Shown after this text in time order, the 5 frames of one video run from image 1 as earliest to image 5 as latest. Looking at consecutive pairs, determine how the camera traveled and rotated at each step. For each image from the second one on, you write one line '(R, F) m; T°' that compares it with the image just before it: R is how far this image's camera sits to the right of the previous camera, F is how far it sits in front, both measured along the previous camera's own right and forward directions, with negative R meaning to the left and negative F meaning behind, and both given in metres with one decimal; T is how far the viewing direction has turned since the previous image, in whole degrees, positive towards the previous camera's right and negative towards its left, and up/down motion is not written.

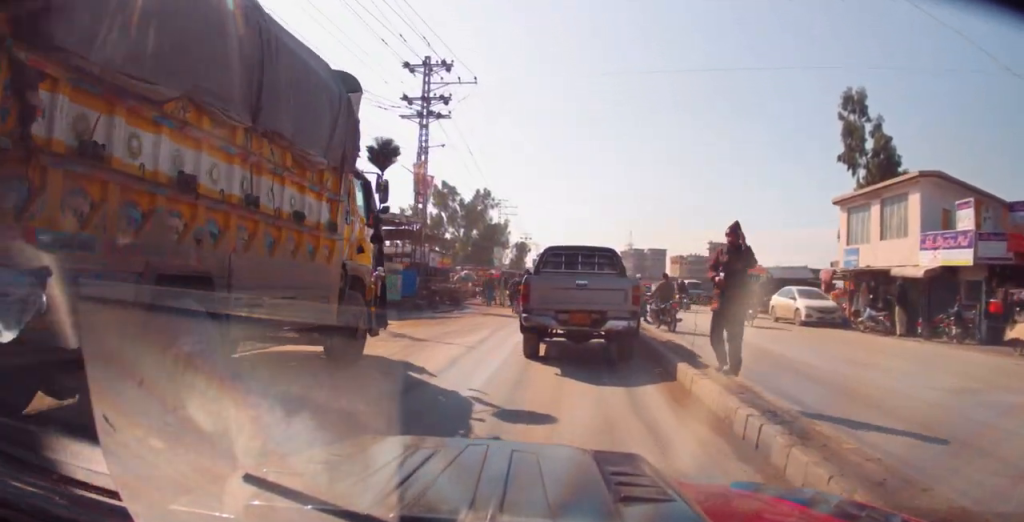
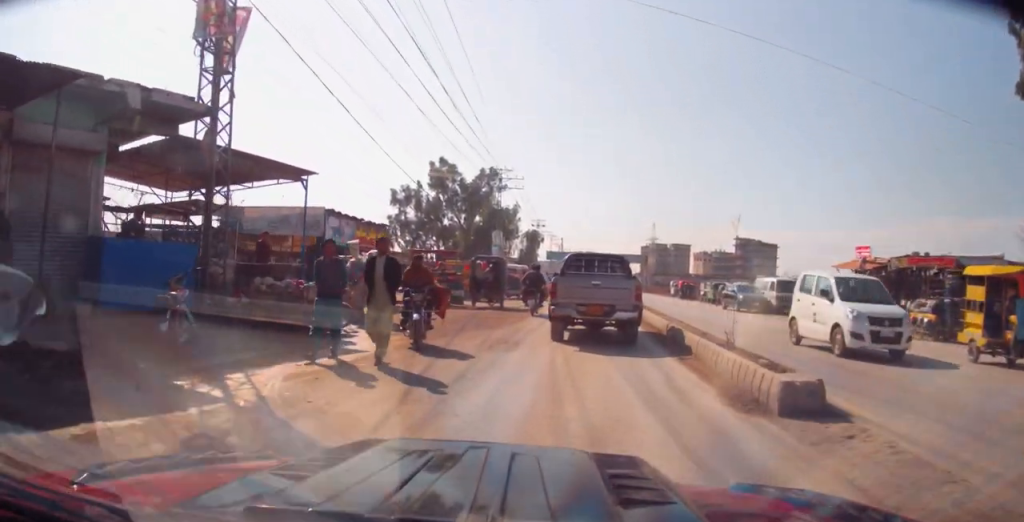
(-1.0, +18.4) m; +1°
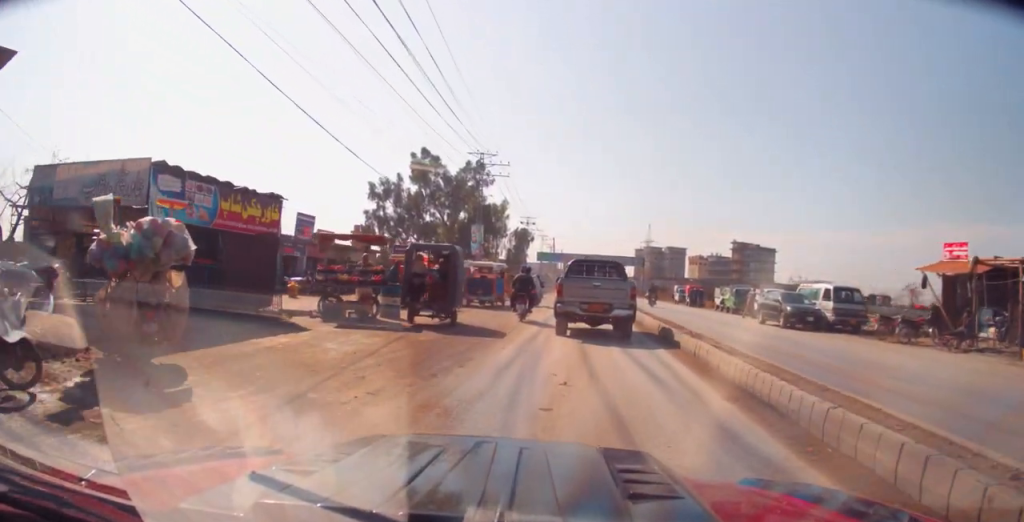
(+0.1, +8.3) m; -2°
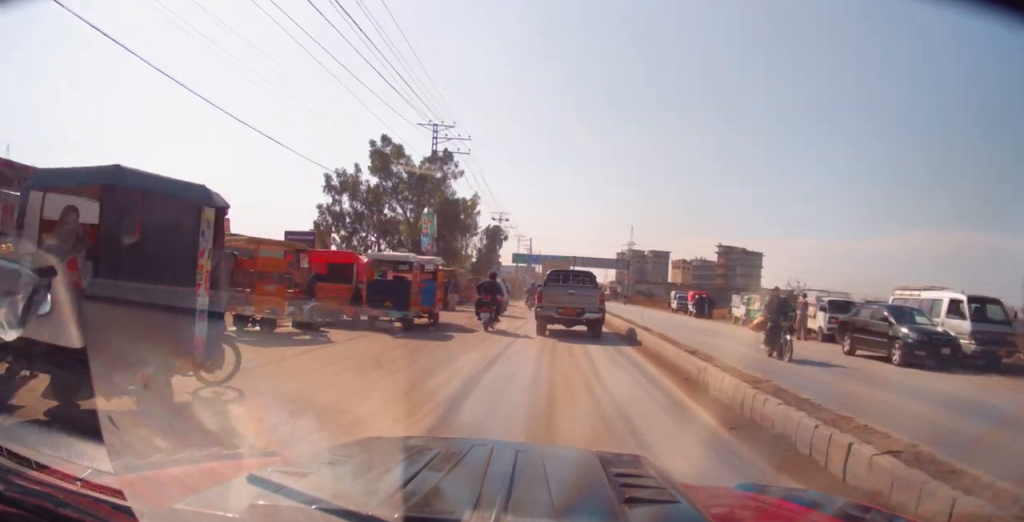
(-0.2, +10.6) m; -2°
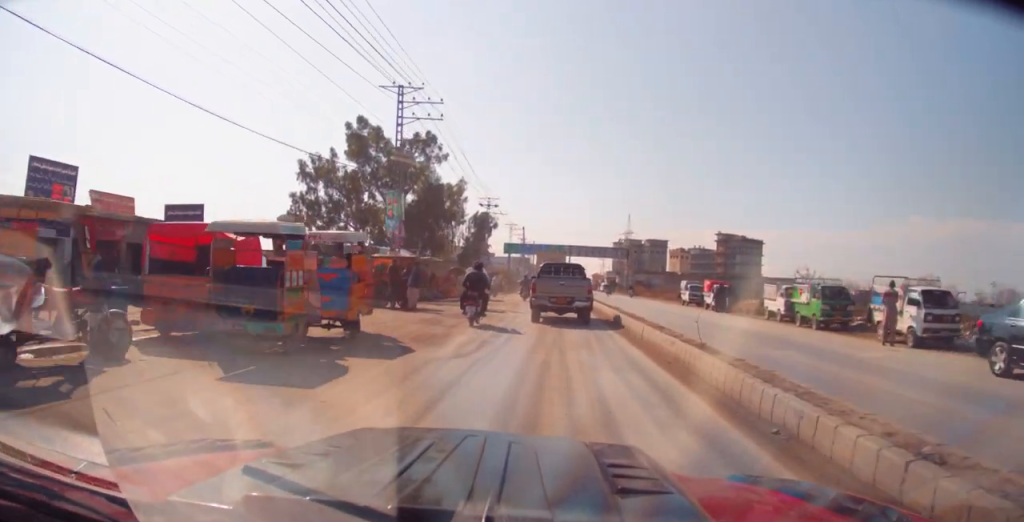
(0.0, +6.9) m; -1°
